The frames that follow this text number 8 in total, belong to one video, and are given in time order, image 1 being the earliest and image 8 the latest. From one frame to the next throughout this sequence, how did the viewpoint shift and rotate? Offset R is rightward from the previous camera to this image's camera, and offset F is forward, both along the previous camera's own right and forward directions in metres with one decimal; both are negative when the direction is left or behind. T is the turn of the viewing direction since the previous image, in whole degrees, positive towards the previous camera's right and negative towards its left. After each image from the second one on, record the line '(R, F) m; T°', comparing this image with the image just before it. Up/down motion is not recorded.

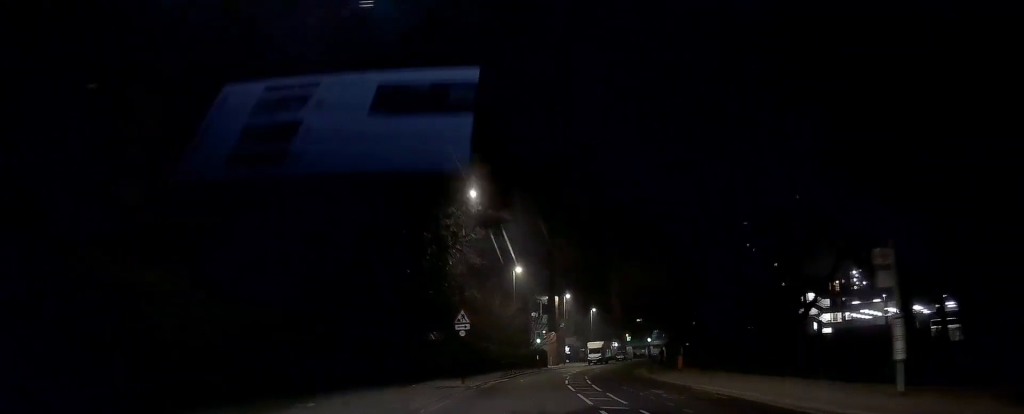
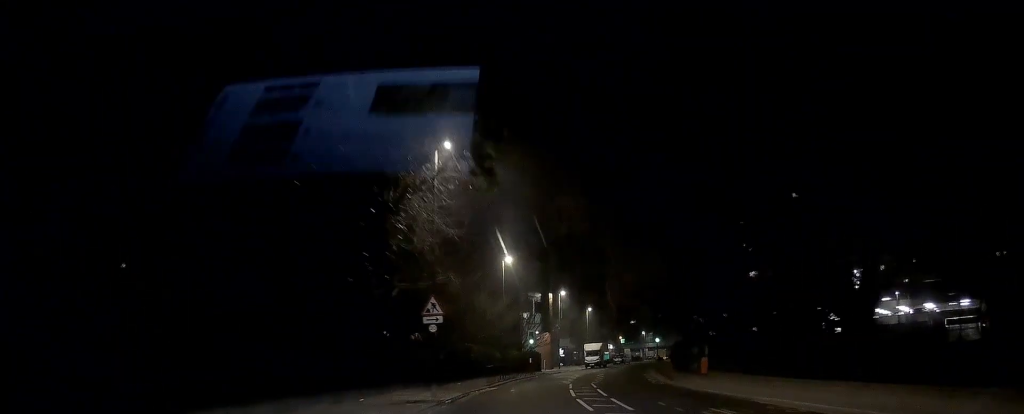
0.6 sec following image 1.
(0.0, +7.3) m; +2°
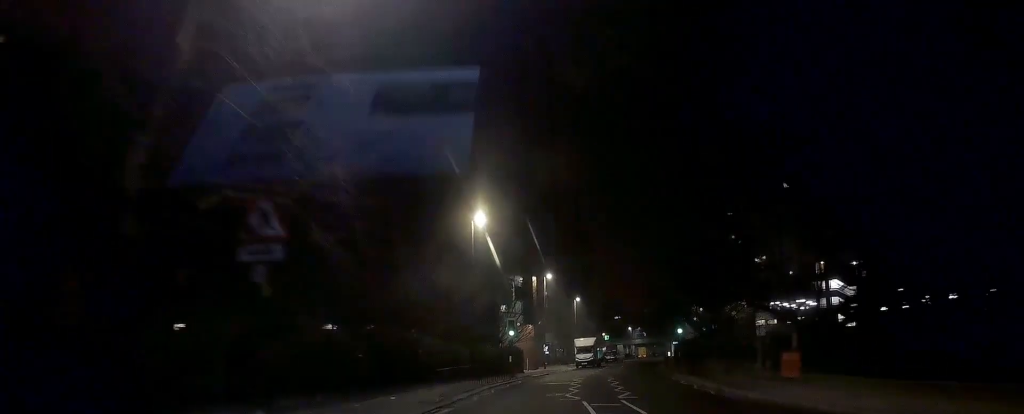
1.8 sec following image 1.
(+0.5, +13.5) m; +3°
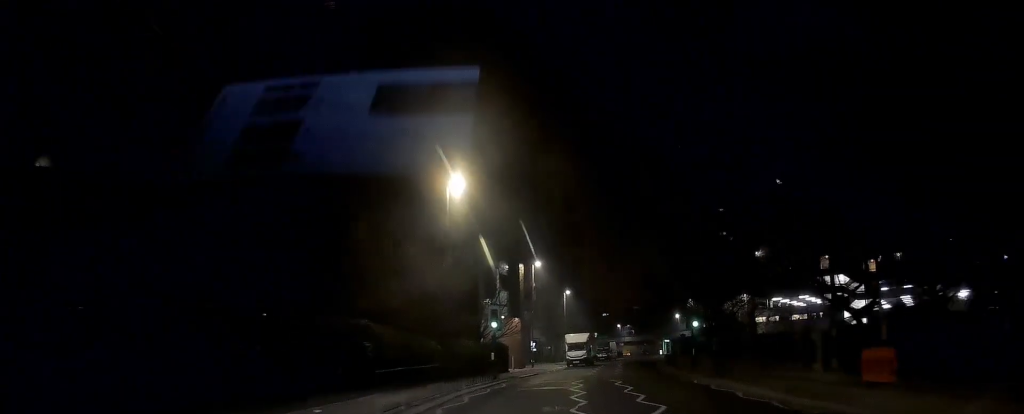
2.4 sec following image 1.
(0.0, +6.6) m; +1°
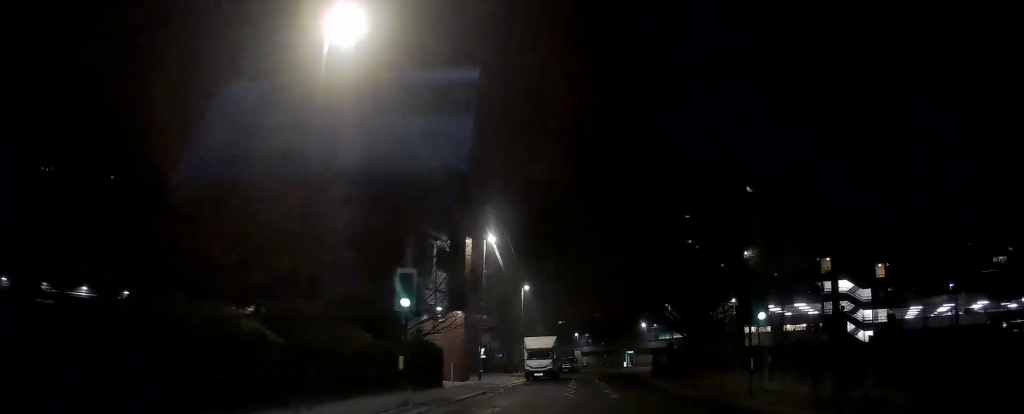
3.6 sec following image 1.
(+0.3, +14.7) m; +3°
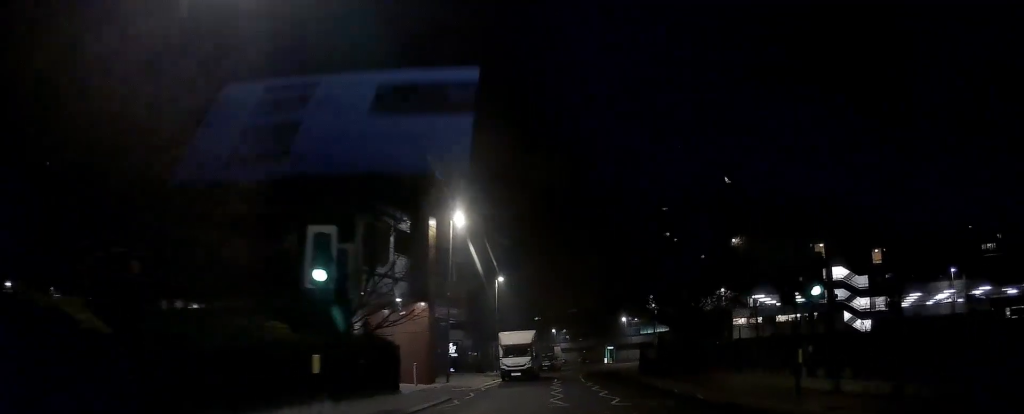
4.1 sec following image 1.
(+0.1, +5.4) m; +2°
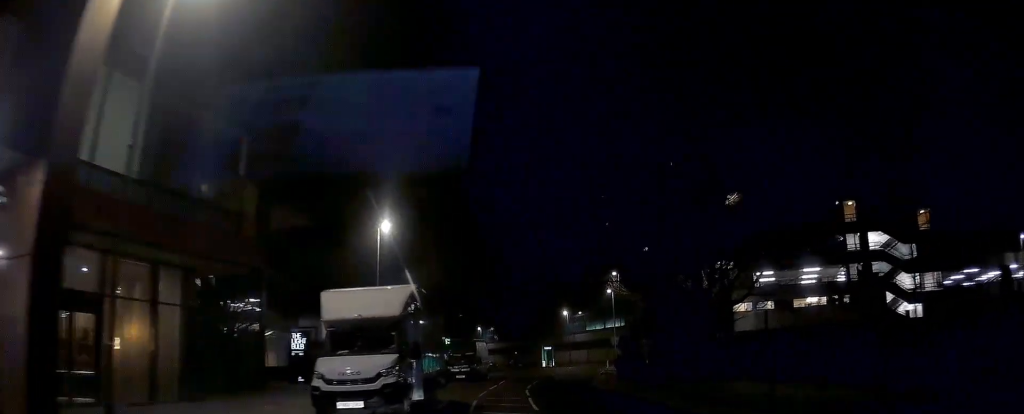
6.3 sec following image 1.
(+2.2, +24.7) m; +9°
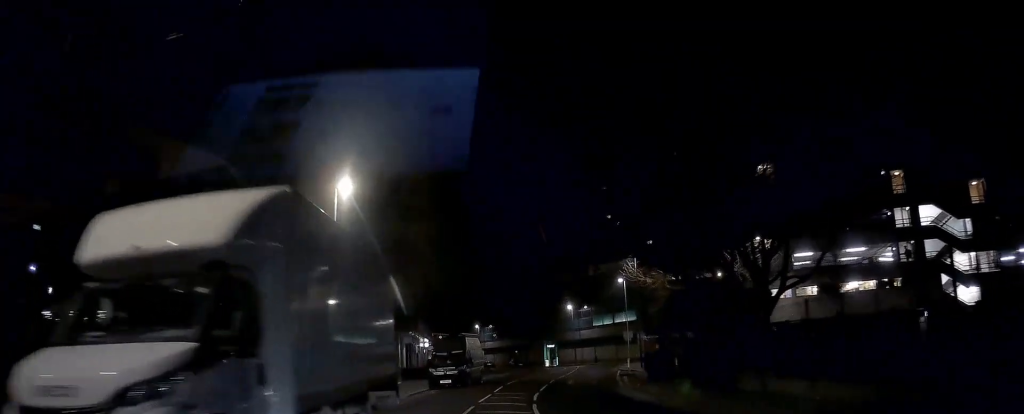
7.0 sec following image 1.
(+0.2, +8.6) m; +3°
